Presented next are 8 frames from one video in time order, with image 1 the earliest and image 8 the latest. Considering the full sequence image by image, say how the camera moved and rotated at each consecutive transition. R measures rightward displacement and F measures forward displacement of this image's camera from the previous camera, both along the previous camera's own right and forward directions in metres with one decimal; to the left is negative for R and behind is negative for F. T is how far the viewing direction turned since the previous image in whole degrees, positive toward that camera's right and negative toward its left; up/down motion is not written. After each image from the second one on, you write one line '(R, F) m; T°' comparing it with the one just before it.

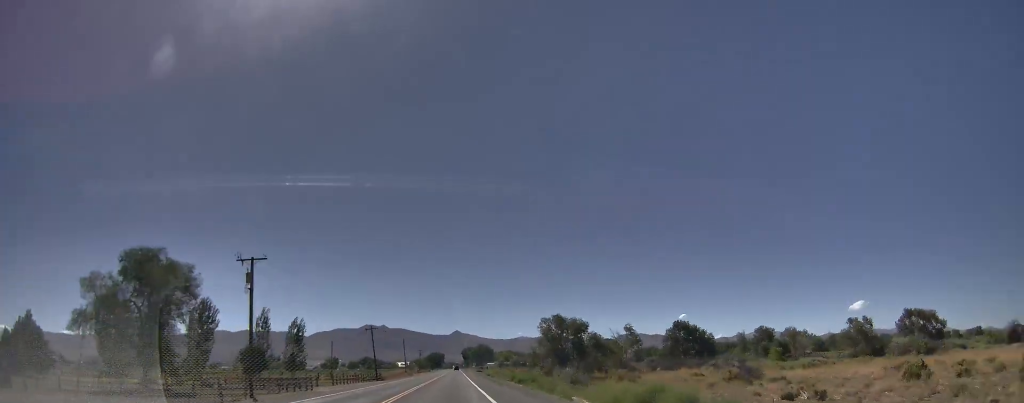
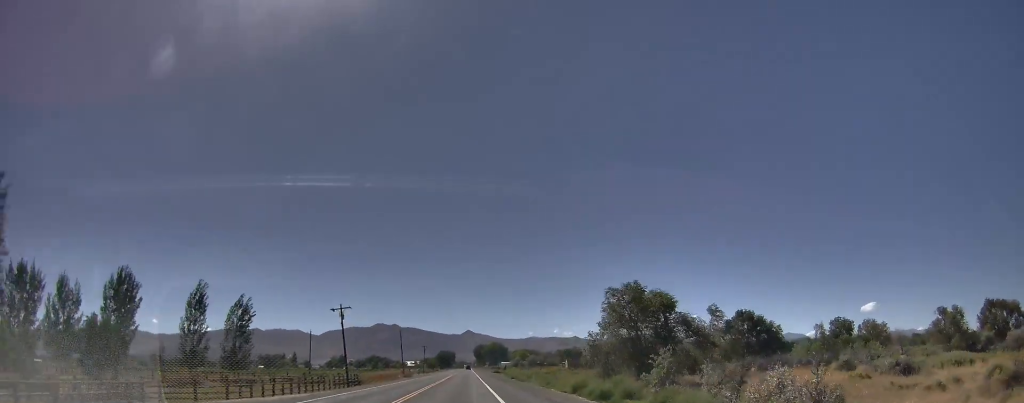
(+1.9, +38.0) m; +6°
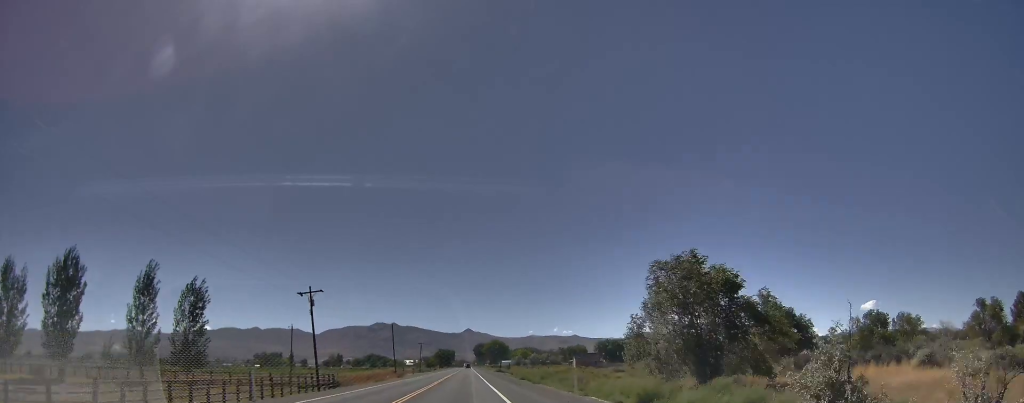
(+0.5, +15.6) m; 0°
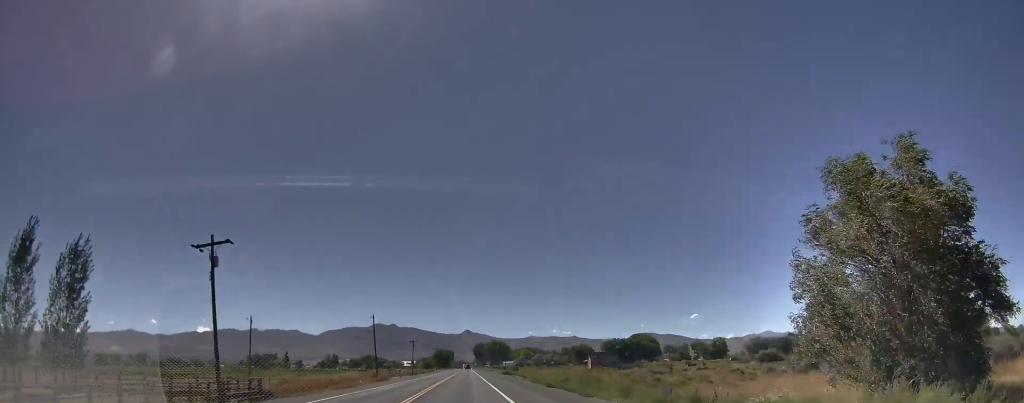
(-1.2, +25.1) m; -3°
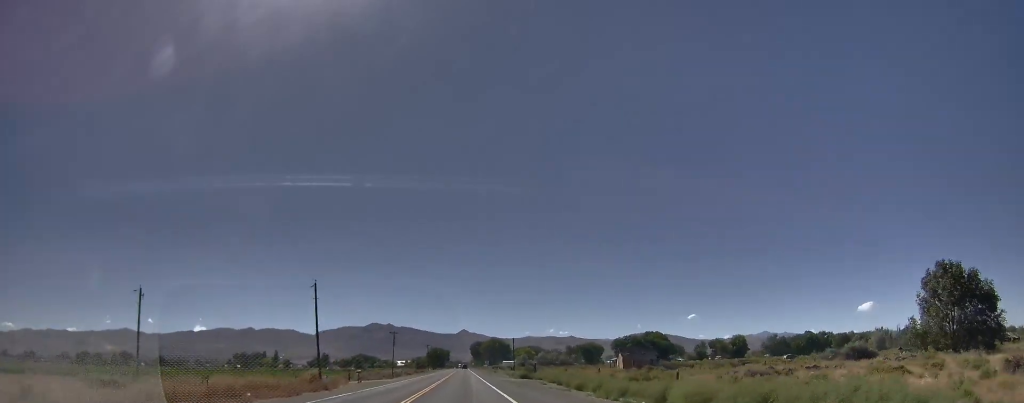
(0.0, +37.2) m; 0°
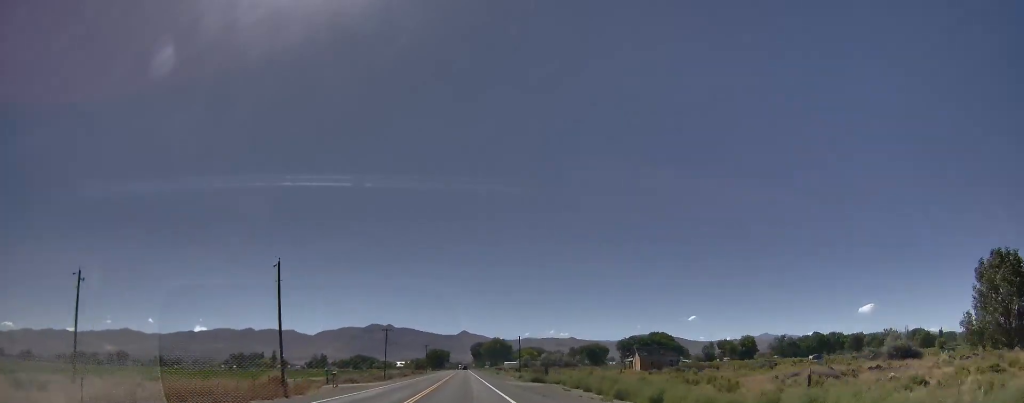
(0.0, +11.5) m; 0°
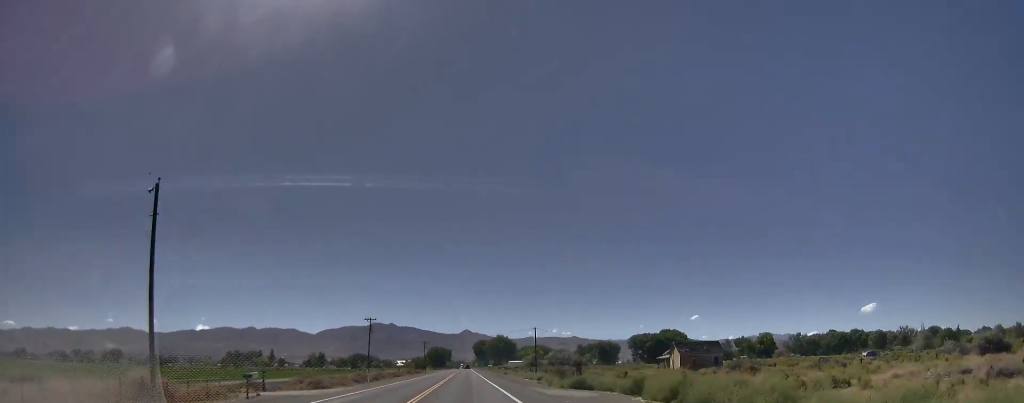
(0.0, +21.8) m; 0°
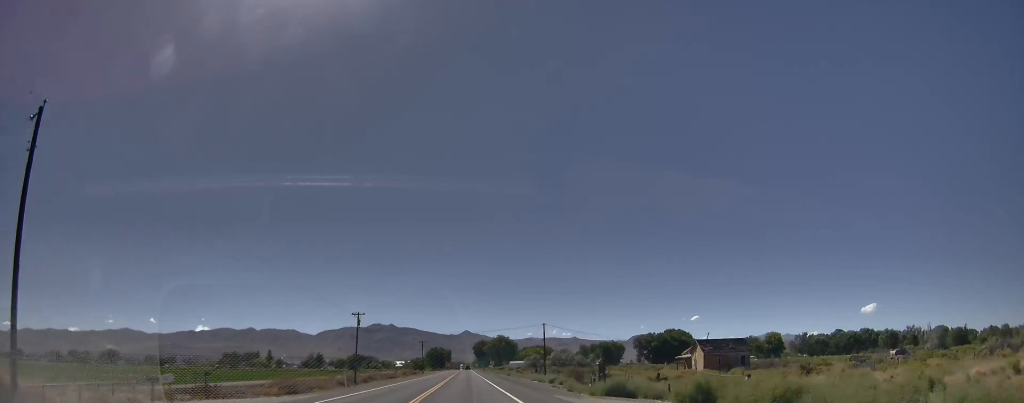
(0.0, +10.2) m; 0°
